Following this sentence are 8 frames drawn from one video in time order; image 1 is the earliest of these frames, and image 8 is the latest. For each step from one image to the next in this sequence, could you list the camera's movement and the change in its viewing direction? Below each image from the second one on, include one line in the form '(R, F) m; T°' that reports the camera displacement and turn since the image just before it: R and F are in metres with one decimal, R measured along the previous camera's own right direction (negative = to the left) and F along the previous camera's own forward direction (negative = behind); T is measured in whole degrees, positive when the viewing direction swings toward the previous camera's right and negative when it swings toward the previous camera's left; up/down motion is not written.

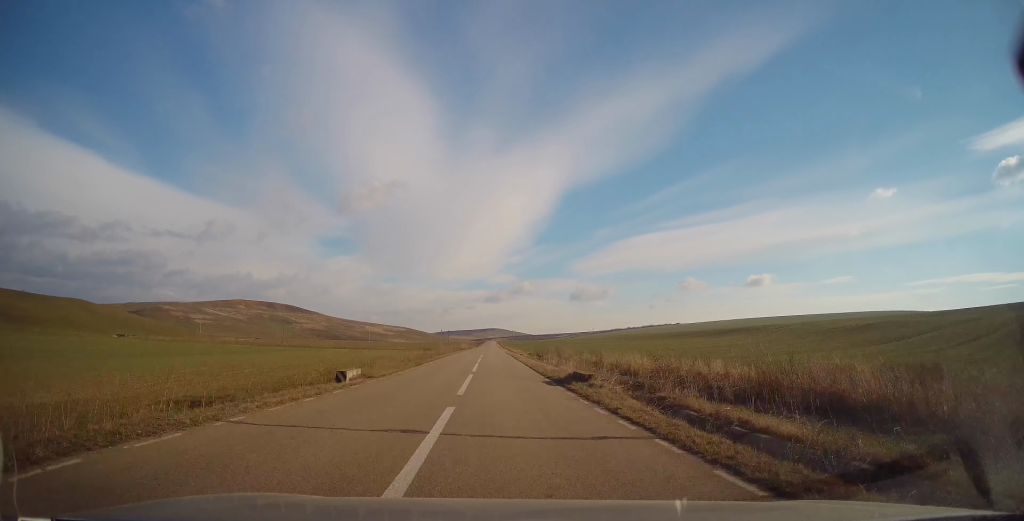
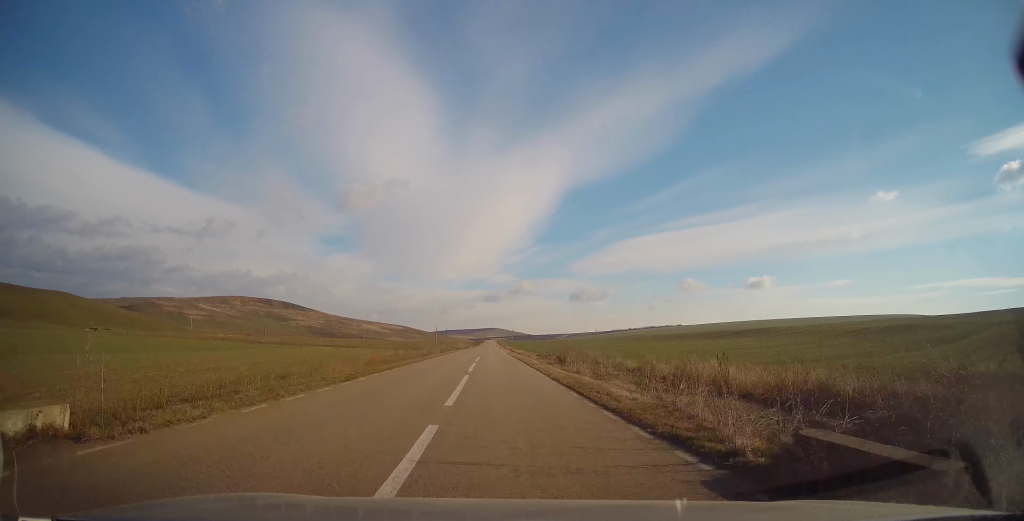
(+0.1, +14.7) m; 0°
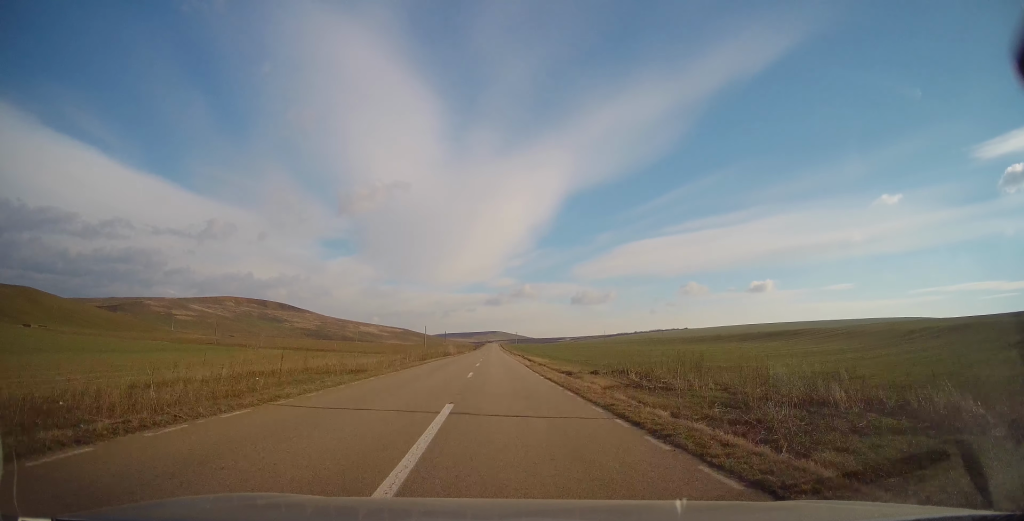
(-0.2, +32.4) m; -1°
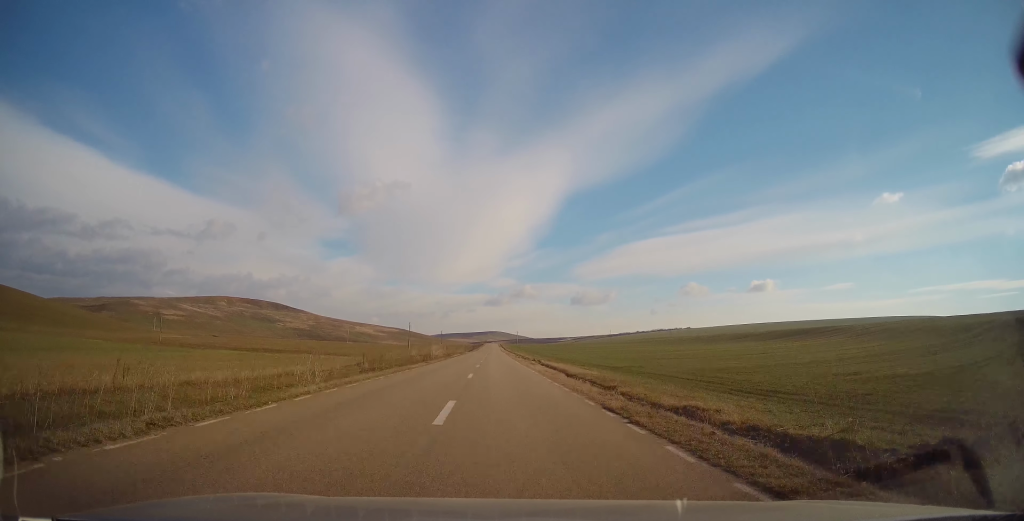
(-0.3, +25.0) m; 0°
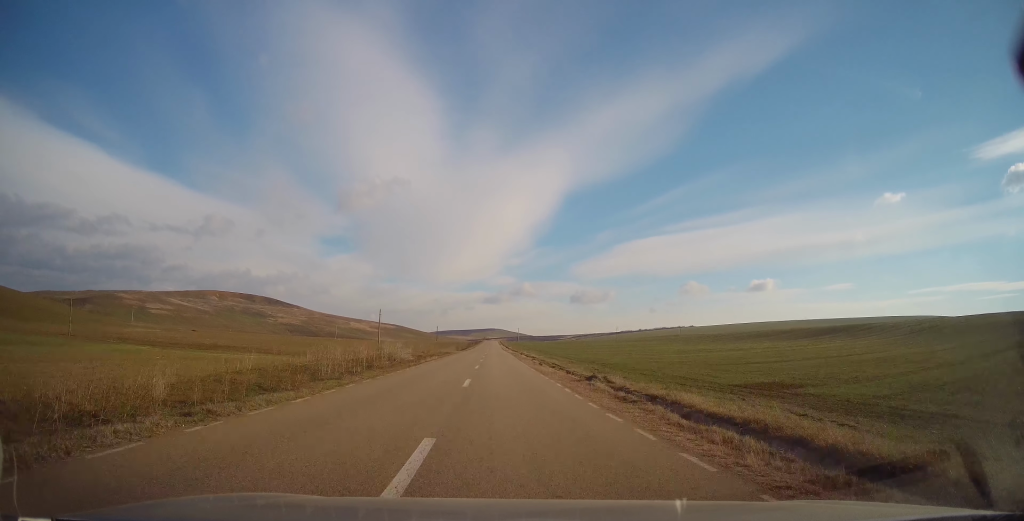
(+0.5, +28.3) m; +1°
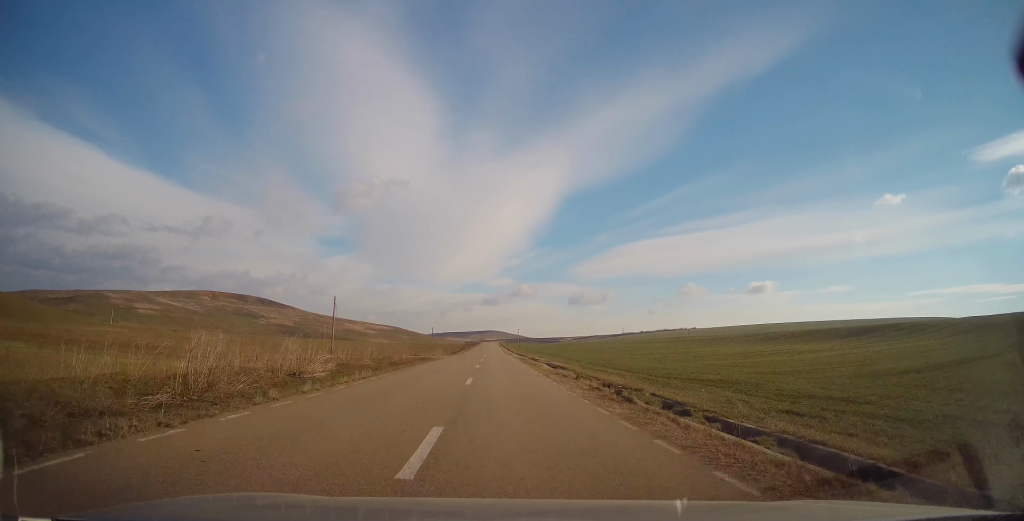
(0.0, +22.6) m; 0°
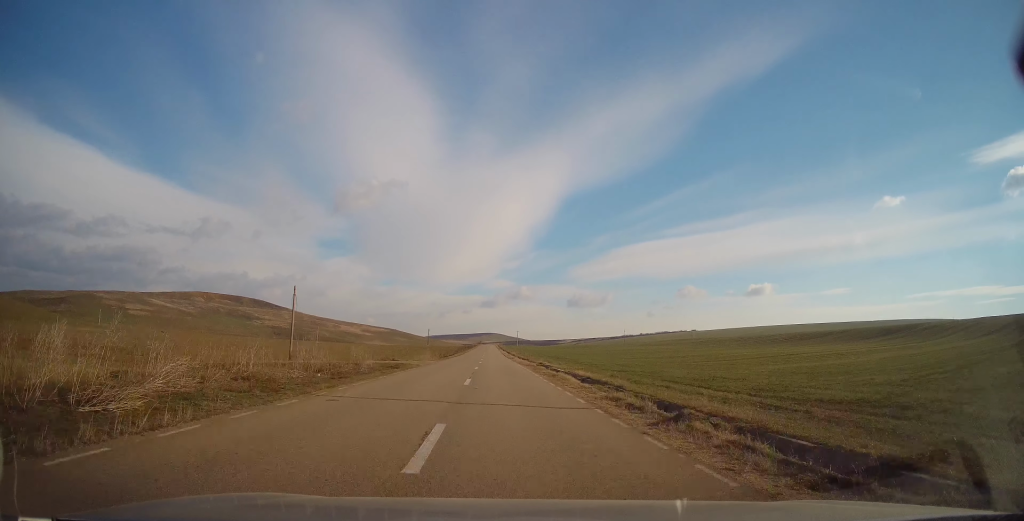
(0.0, +11.8) m; 0°
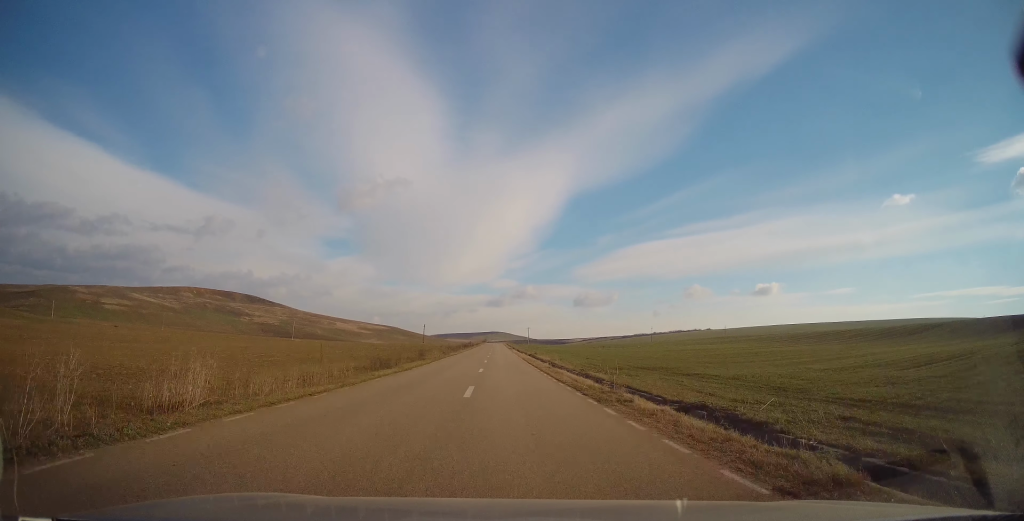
(-0.5, +52.1) m; 0°
